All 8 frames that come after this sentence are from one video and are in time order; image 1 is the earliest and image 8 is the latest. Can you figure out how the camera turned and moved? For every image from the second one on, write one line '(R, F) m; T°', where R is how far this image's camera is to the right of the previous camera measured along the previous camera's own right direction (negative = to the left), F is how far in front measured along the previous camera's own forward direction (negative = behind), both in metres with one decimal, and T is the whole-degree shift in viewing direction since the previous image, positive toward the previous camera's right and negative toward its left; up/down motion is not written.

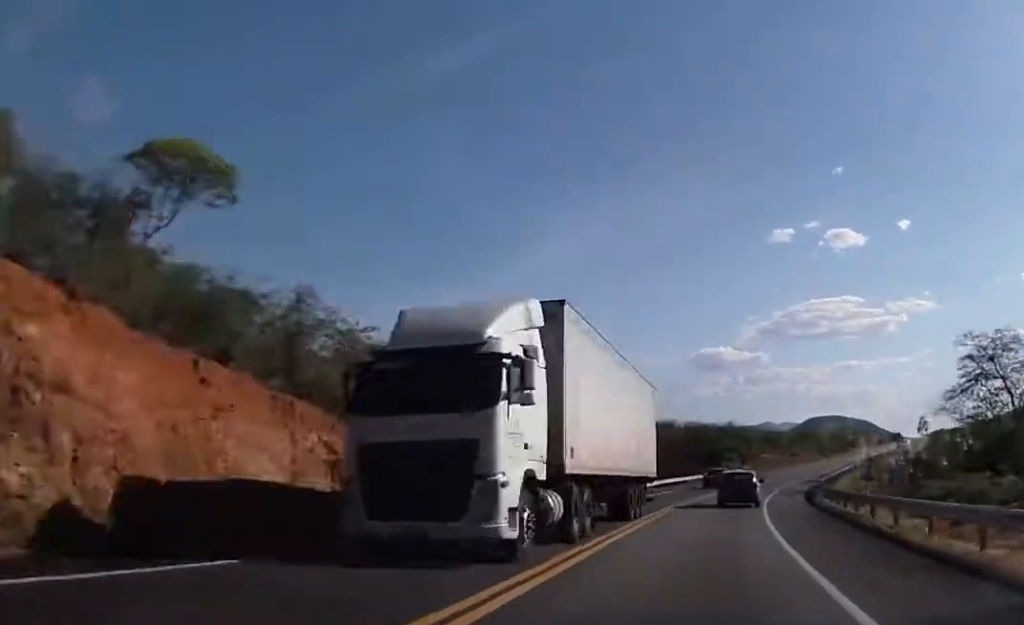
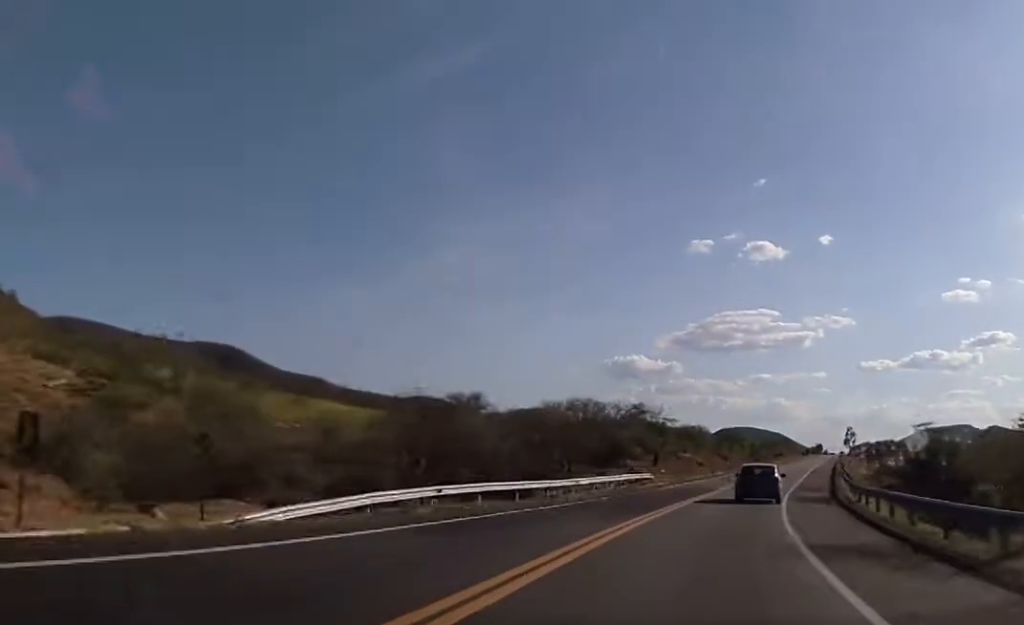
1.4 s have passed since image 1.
(+2.2, +41.7) m; +7°
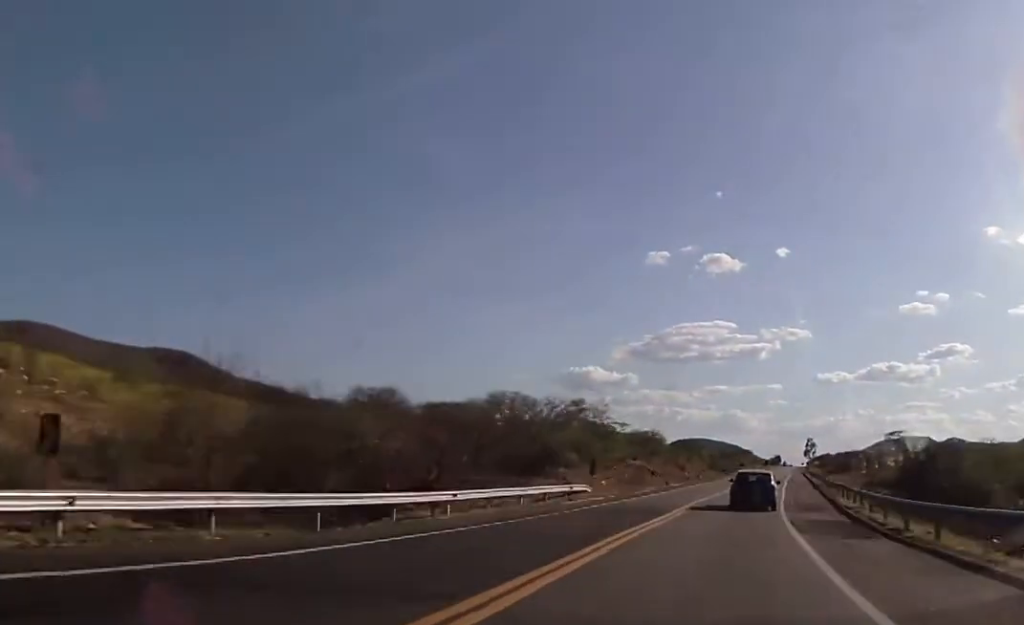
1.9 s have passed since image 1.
(+0.3, +14.6) m; +3°
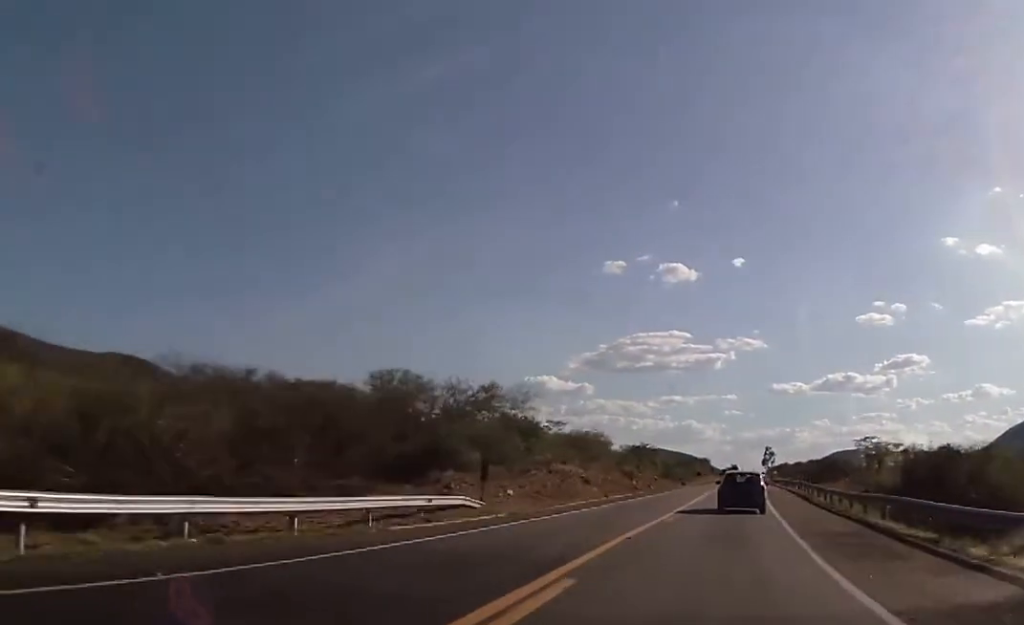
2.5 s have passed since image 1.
(+0.6, +16.6) m; +3°
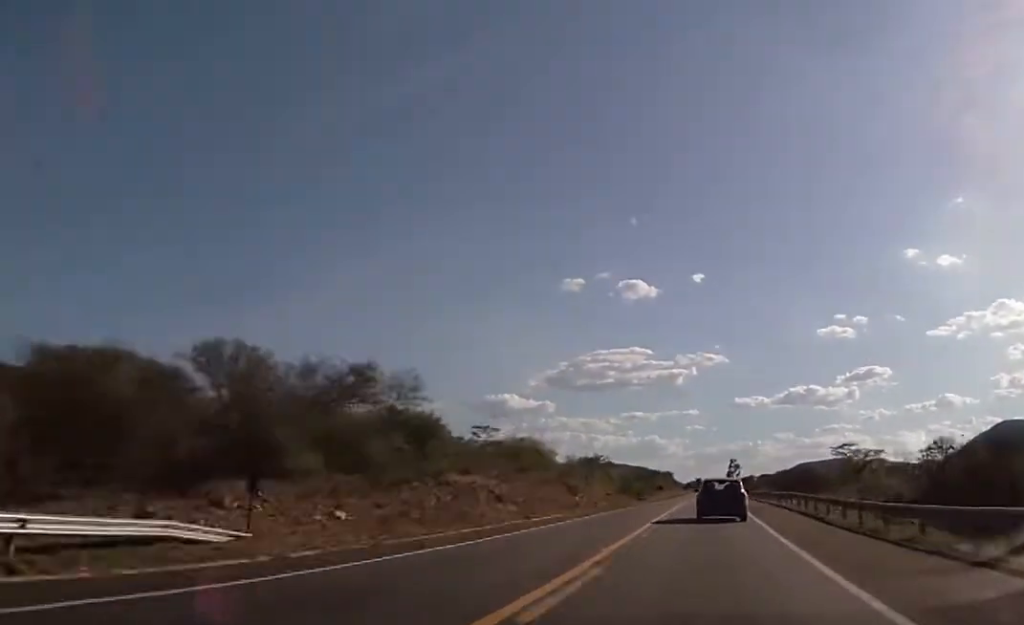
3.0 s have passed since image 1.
(0.0, +15.6) m; +2°
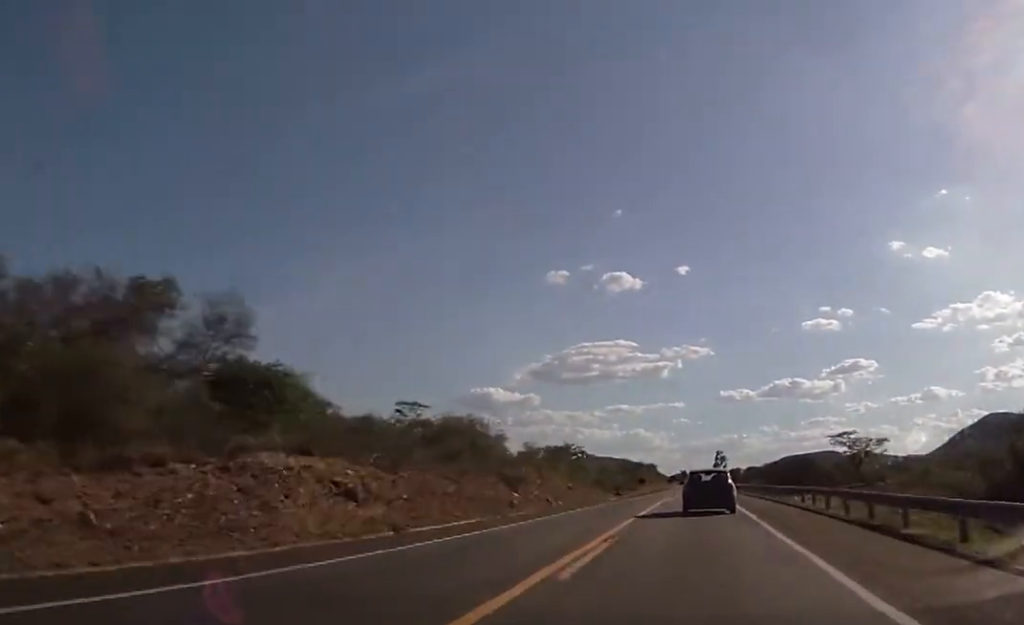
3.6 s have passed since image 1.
(+0.6, +15.5) m; +1°
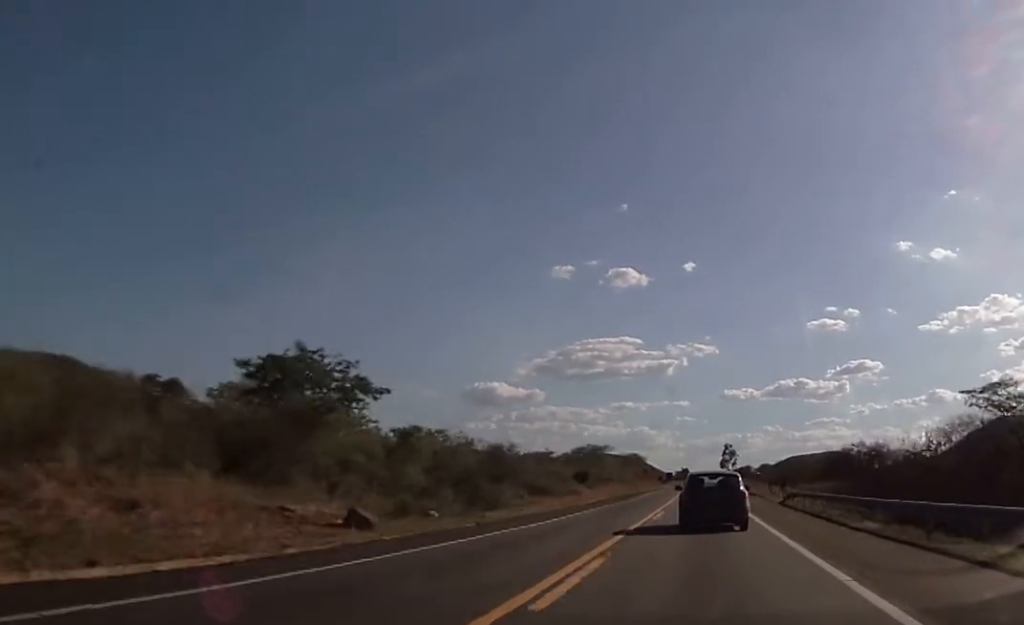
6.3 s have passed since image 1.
(+1.9, +77.8) m; +1°
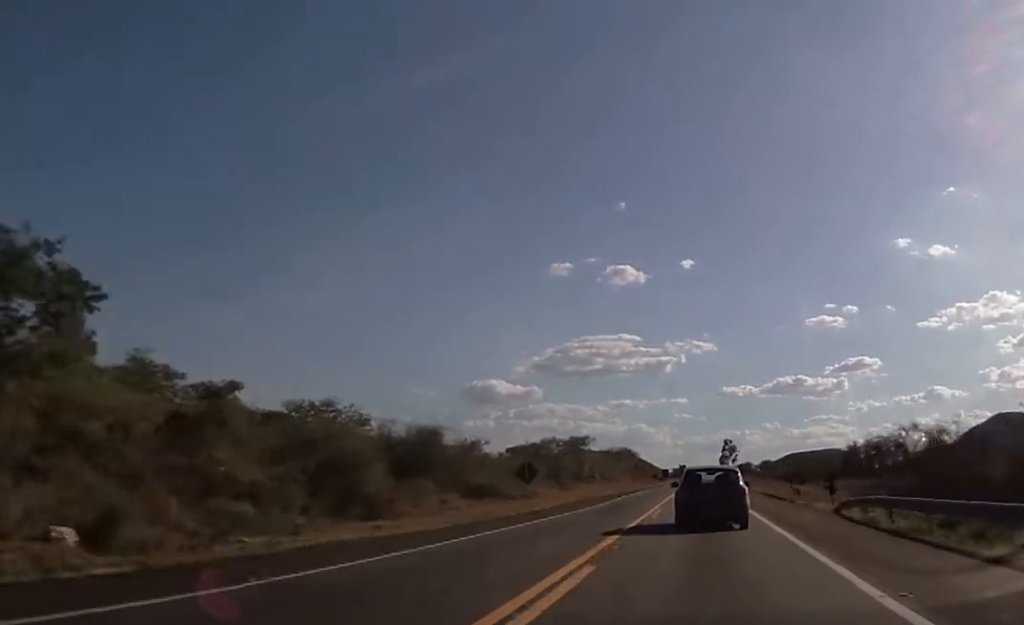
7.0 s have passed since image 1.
(-0.1, +20.2) m; 0°
